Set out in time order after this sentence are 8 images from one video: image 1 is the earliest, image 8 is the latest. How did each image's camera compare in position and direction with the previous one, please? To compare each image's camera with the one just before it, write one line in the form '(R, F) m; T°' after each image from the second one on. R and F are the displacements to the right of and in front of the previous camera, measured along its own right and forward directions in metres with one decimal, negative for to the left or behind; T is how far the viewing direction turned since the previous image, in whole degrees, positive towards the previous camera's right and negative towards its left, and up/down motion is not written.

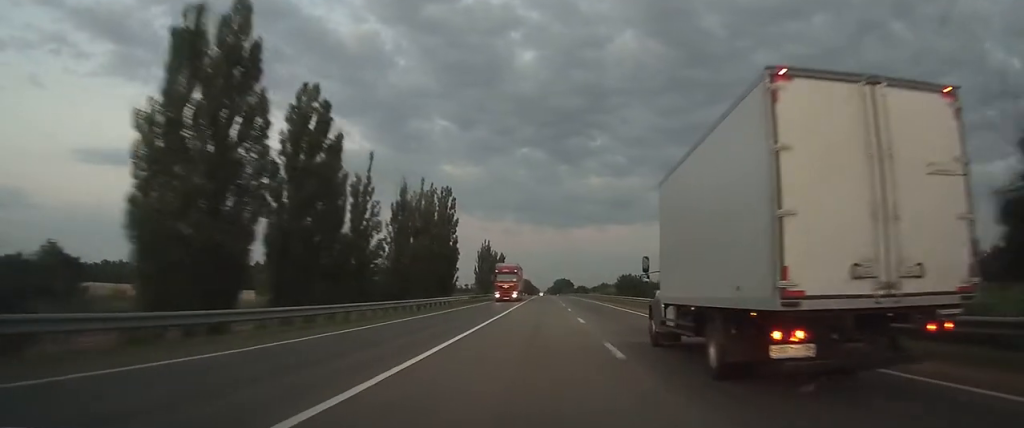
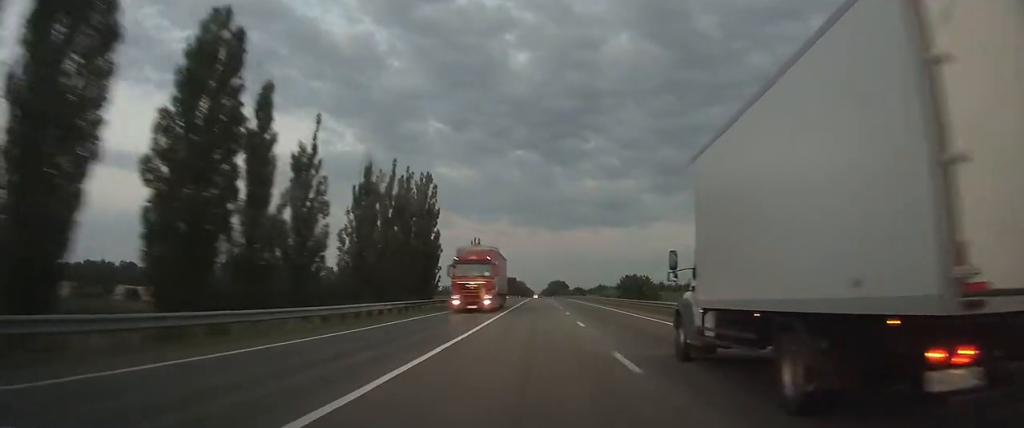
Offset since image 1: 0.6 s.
(+0.1, +14.2) m; 0°
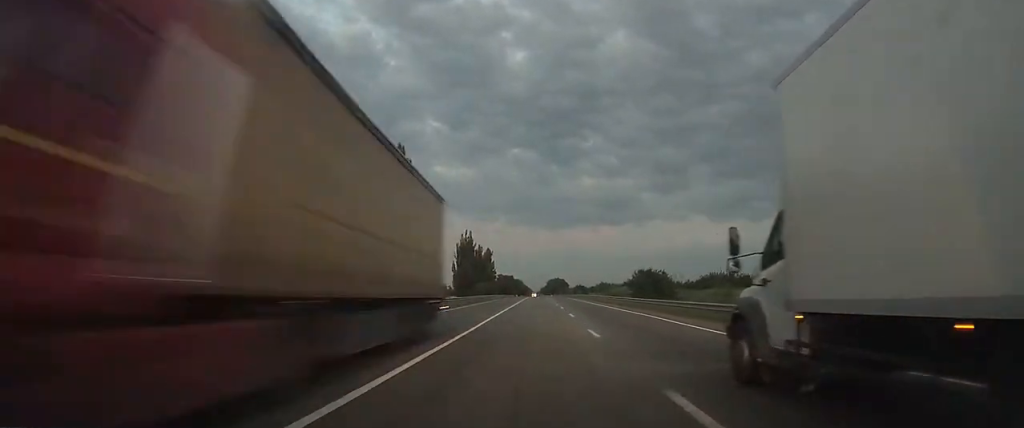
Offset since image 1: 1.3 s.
(+0.1, +17.8) m; 0°
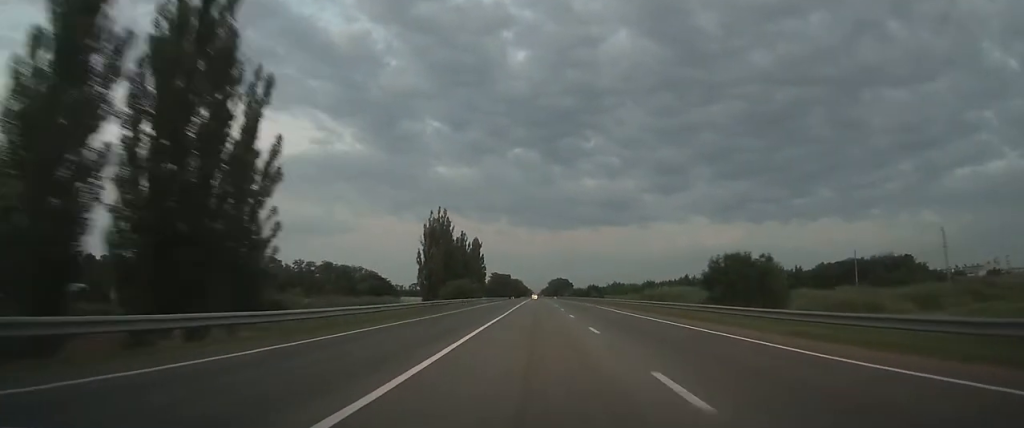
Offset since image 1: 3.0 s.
(+0.1, +46.5) m; 0°
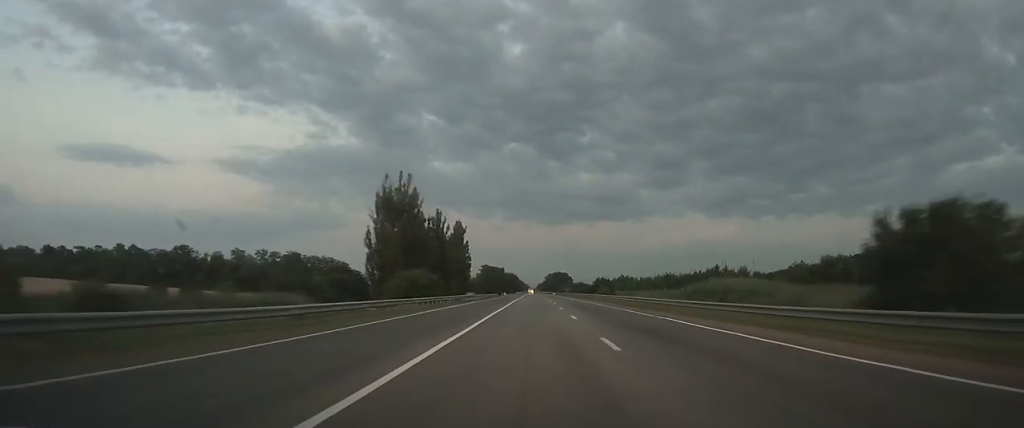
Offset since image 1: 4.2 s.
(0.0, +30.8) m; 0°
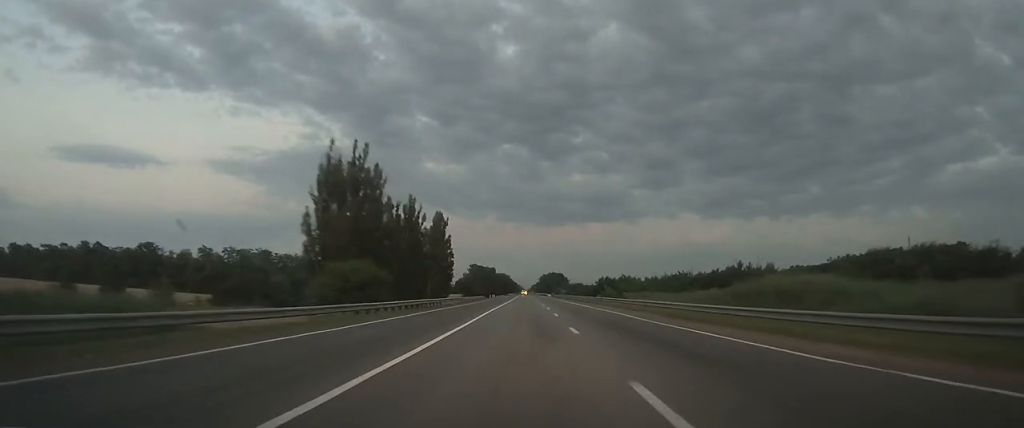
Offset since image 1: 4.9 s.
(+0.1, +19.4) m; 0°
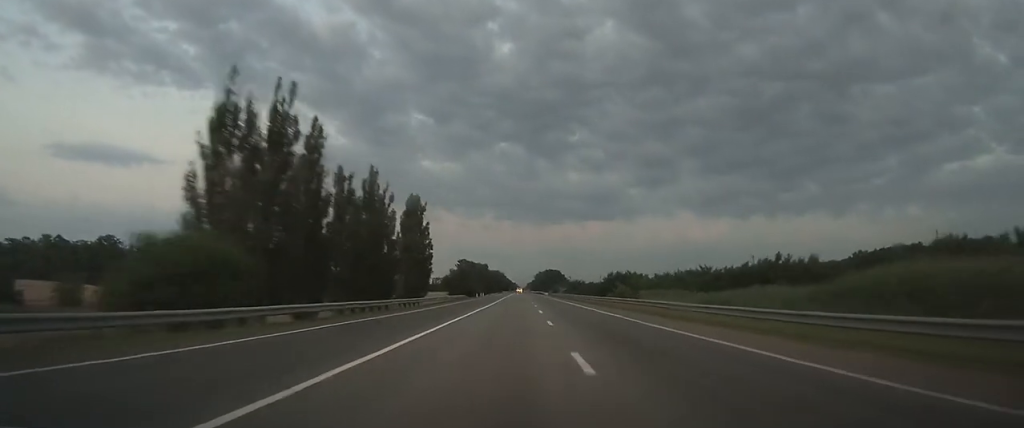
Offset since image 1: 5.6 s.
(+0.1, +20.5) m; 0°
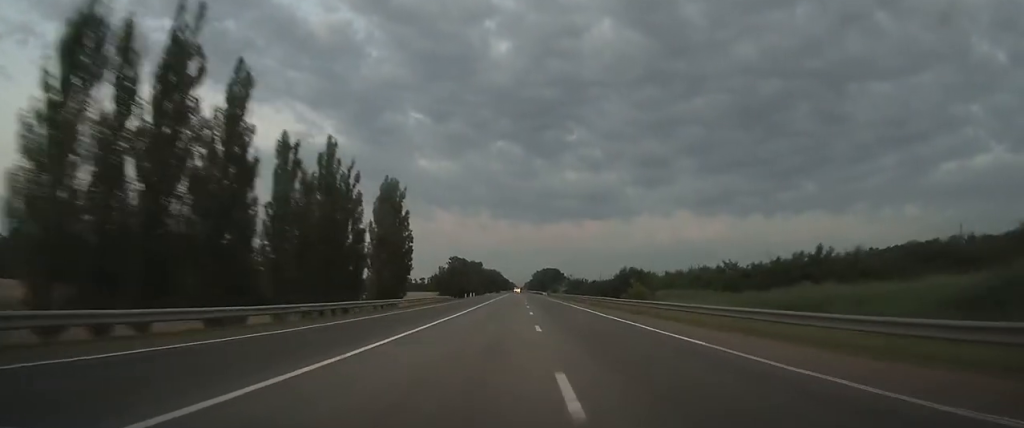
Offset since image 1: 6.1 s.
(0.0, +15.0) m; 0°
